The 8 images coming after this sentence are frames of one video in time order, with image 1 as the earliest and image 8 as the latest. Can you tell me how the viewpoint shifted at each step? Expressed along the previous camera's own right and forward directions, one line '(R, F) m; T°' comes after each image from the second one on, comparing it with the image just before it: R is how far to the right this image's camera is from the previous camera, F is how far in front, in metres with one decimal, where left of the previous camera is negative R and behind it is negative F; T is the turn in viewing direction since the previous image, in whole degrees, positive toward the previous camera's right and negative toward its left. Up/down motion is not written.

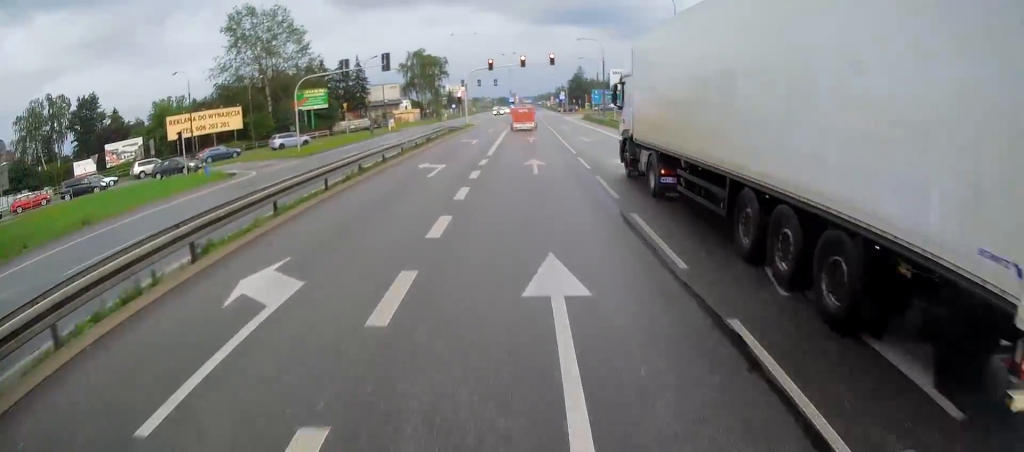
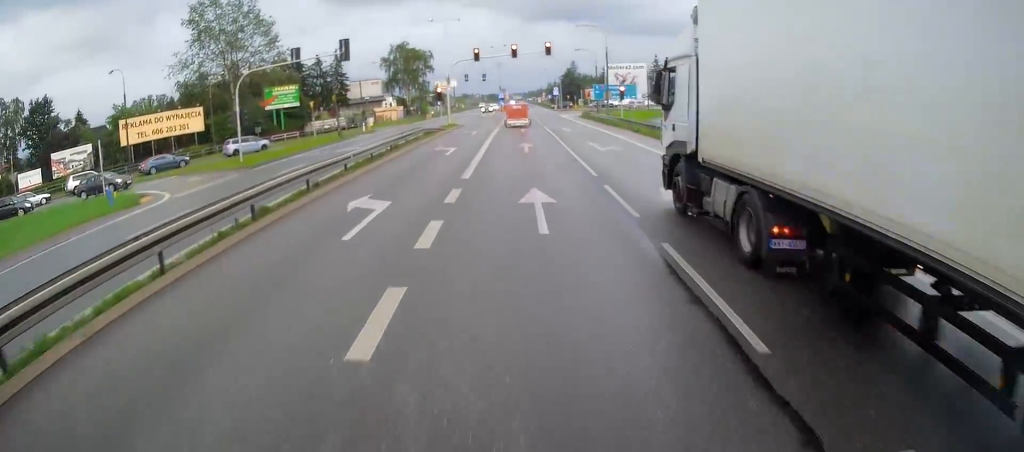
(+0.2, +9.0) m; +1°
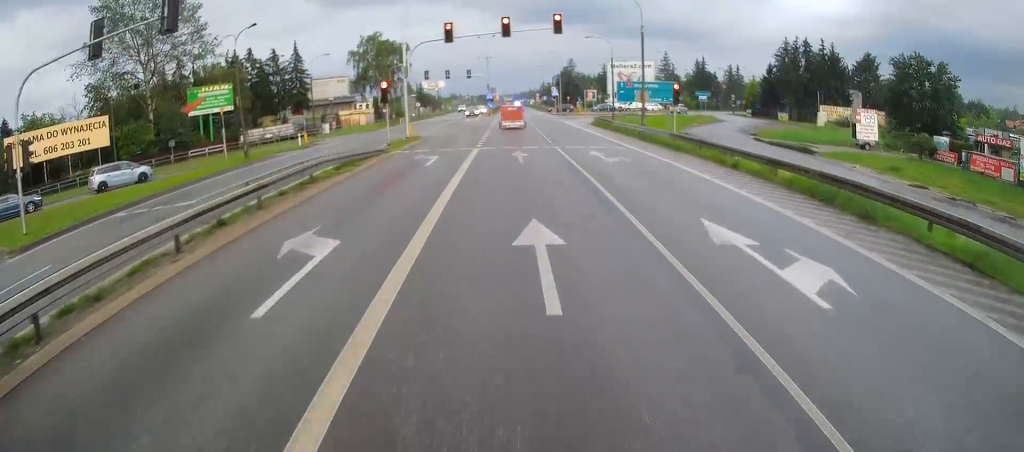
(+0.3, +19.1) m; +1°
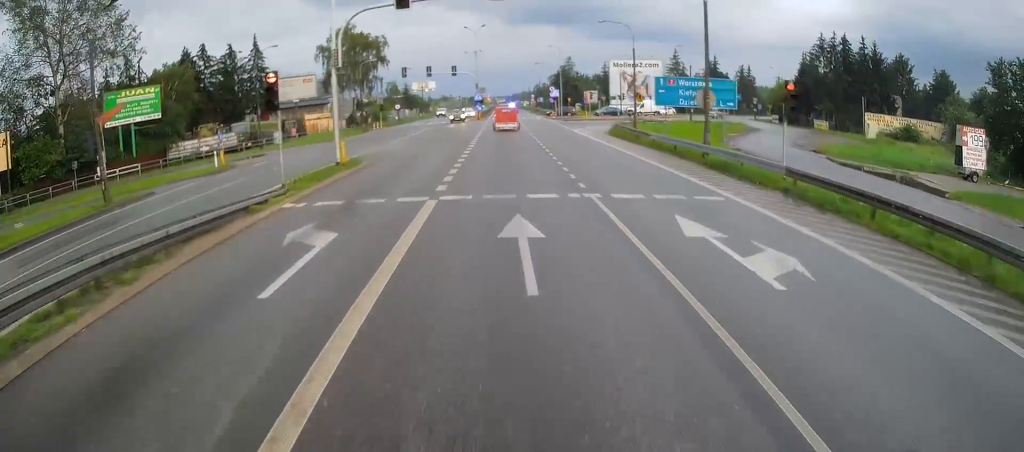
(0.0, +14.1) m; 0°
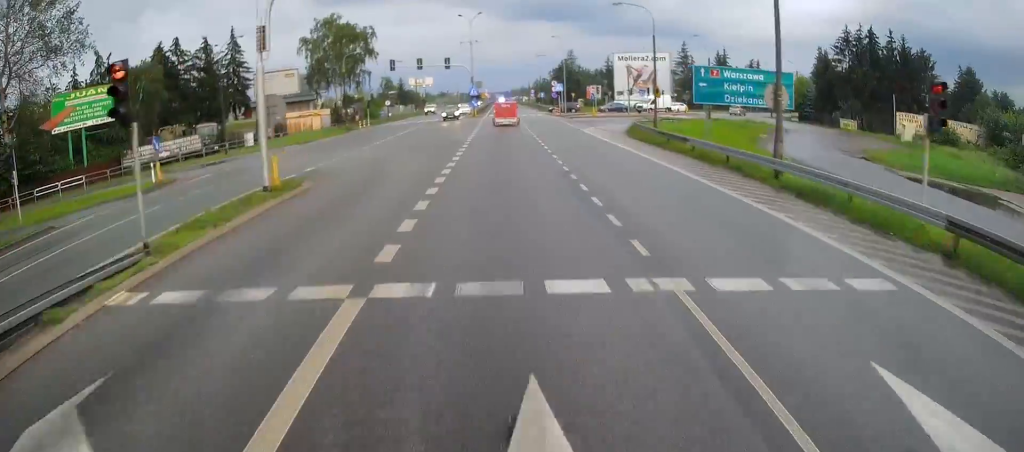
(-0.1, +7.1) m; +1°
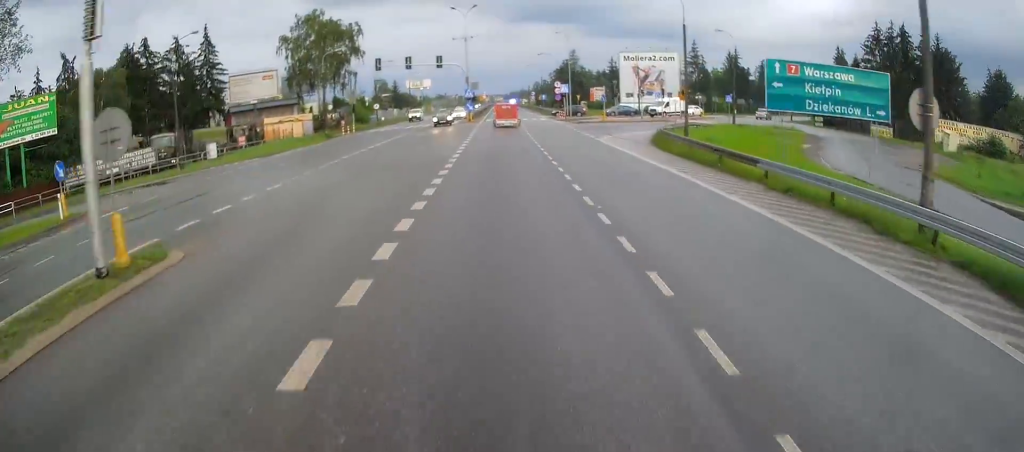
(0.0, +7.5) m; 0°
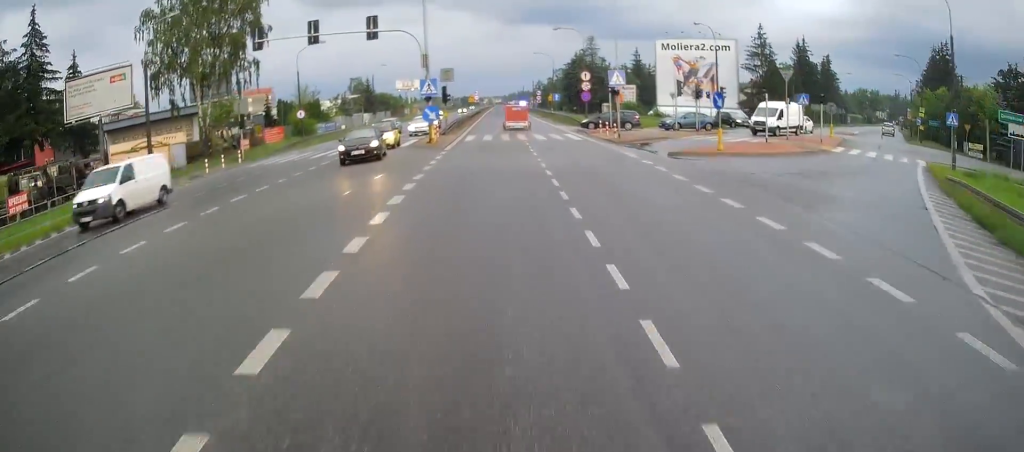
(+0.3, +31.3) m; +1°
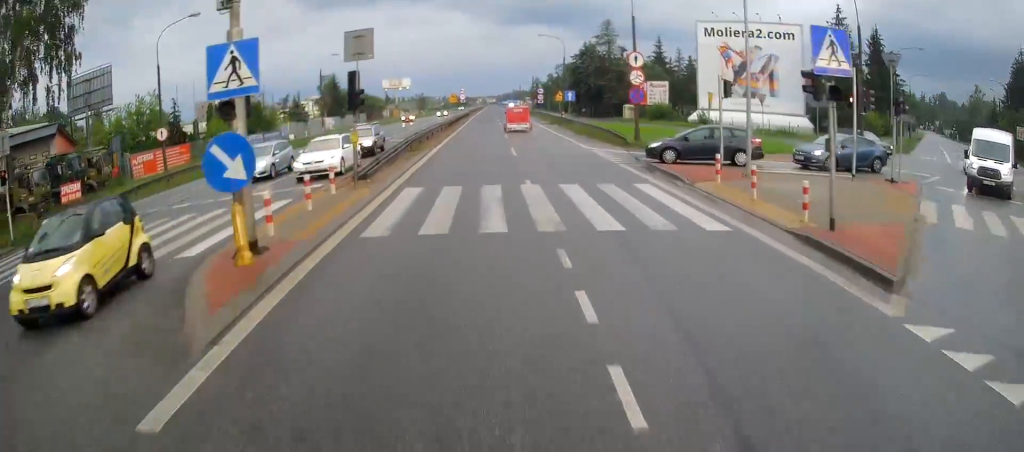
(+0.3, +22.6) m; 0°
